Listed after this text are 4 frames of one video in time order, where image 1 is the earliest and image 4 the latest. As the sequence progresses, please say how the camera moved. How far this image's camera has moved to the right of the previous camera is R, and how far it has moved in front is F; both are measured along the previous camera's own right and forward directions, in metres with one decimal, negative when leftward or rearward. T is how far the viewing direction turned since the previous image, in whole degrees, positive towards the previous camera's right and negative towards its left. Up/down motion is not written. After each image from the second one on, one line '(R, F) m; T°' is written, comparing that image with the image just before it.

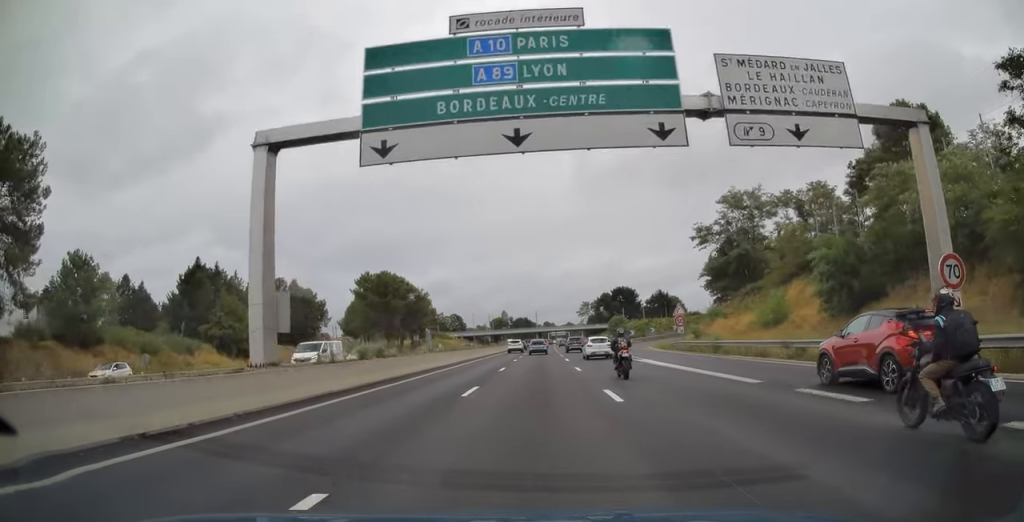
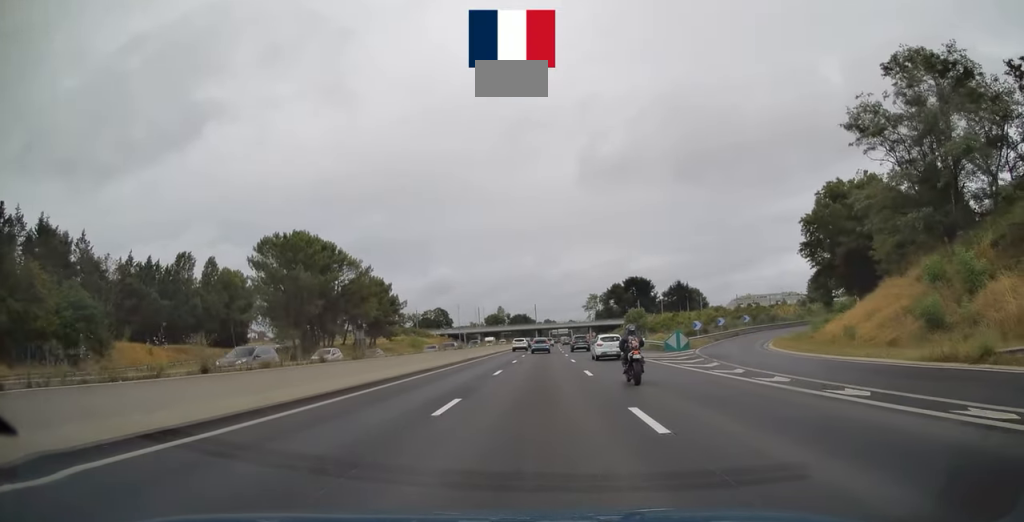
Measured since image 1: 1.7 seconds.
(0.0, +43.8) m; 0°
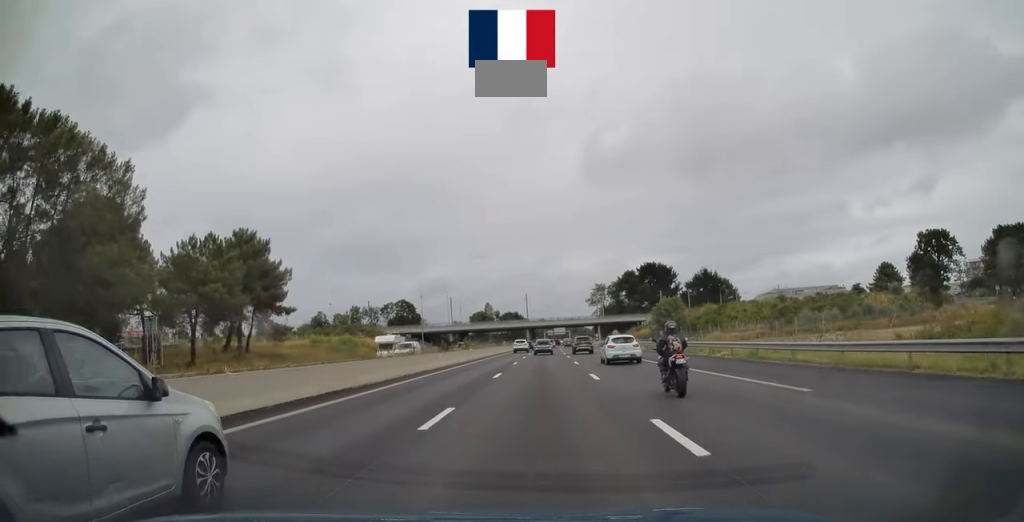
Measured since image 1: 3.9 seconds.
(+0.2, +54.1) m; 0°
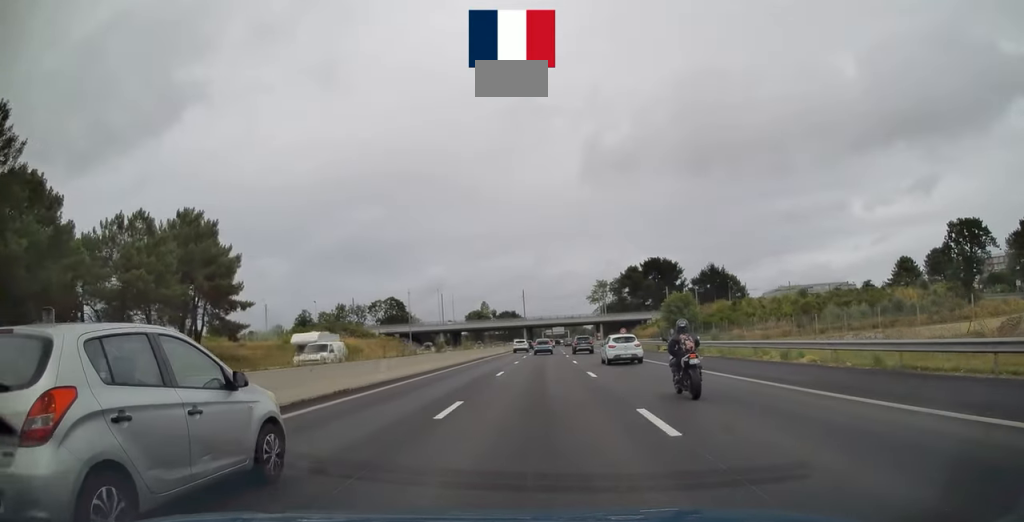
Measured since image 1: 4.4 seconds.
(0.0, +11.7) m; 0°
